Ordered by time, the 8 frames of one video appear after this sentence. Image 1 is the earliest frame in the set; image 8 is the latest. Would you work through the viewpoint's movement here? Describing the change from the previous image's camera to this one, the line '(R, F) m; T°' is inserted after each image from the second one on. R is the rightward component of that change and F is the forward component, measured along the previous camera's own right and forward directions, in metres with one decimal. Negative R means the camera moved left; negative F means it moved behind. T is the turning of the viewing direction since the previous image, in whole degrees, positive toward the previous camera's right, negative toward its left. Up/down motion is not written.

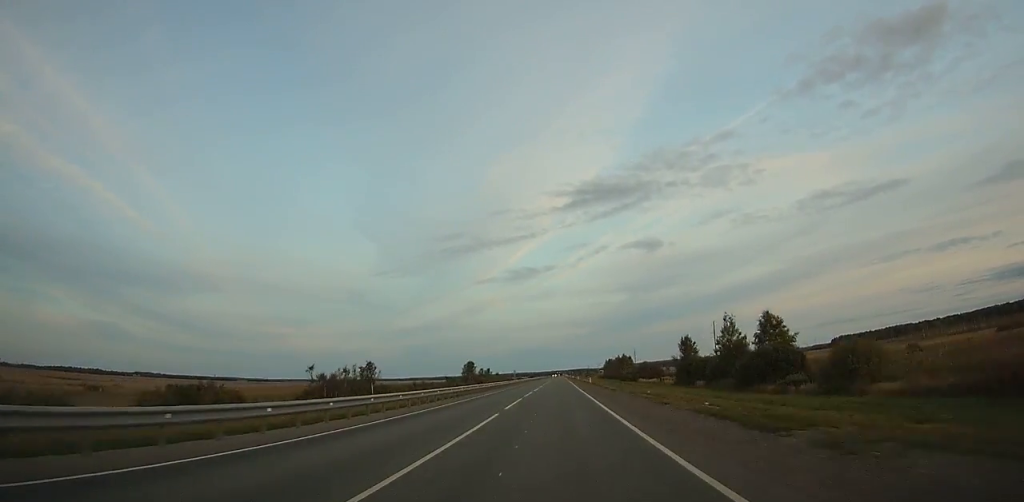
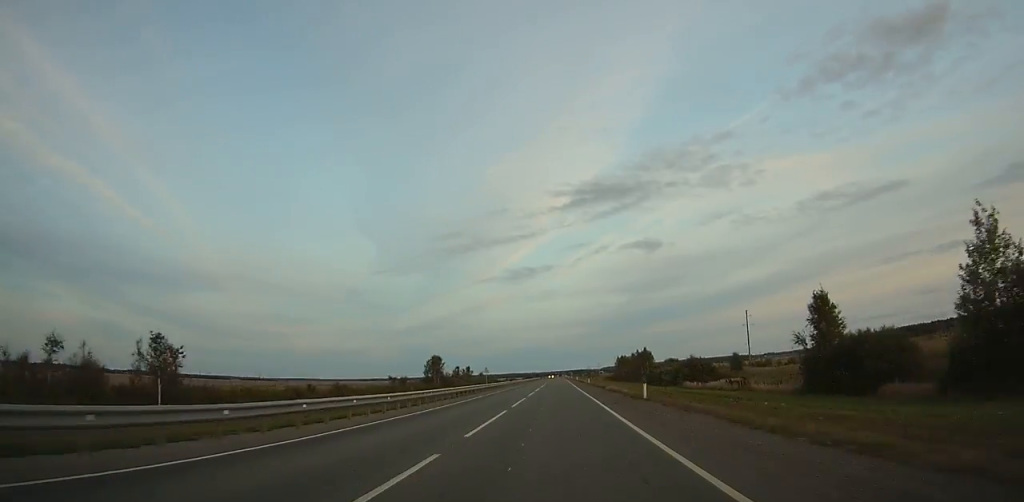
(0.0, +45.3) m; 0°
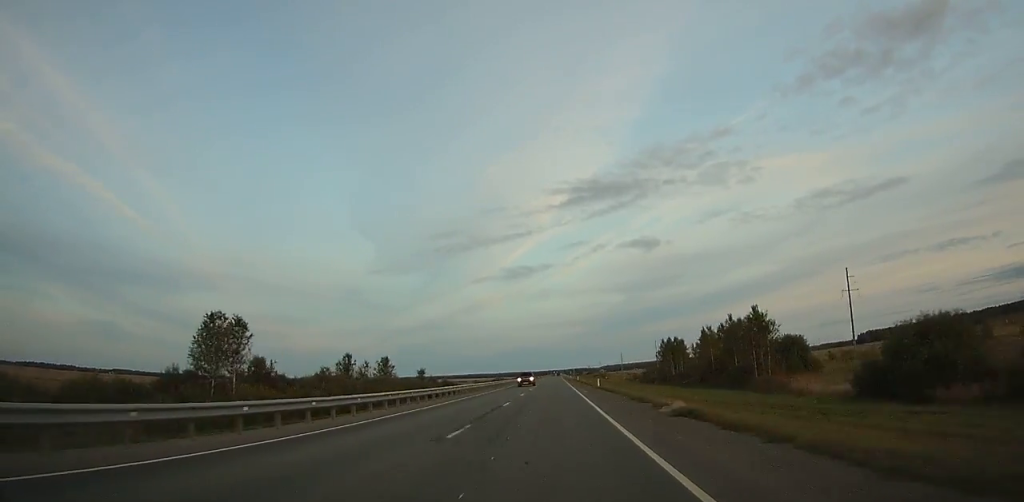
(+0.5, +78.0) m; 0°
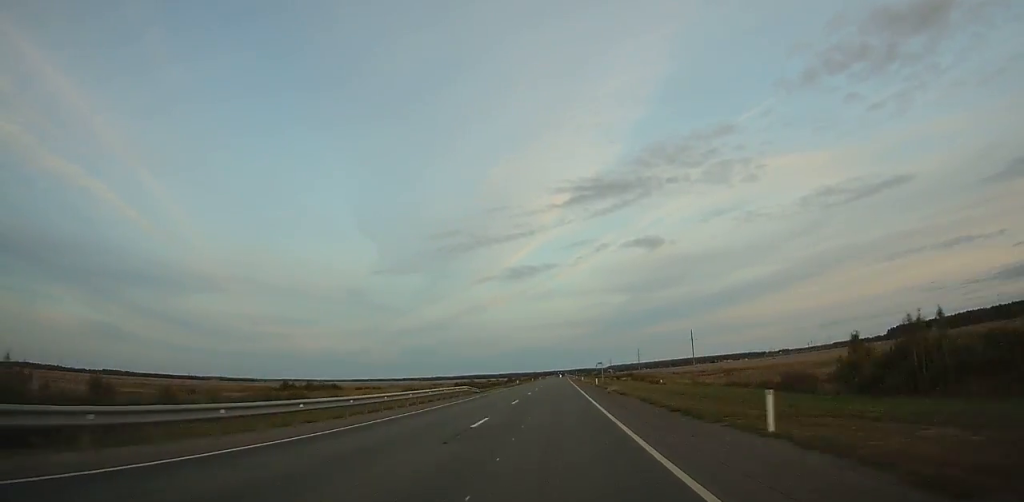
(-0.2, +92.9) m; 0°
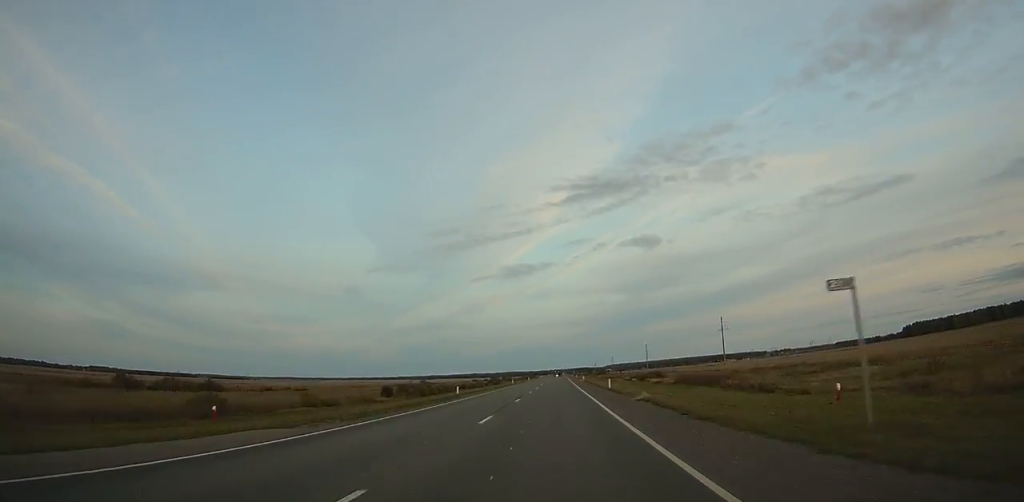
(0.0, +58.3) m; 0°
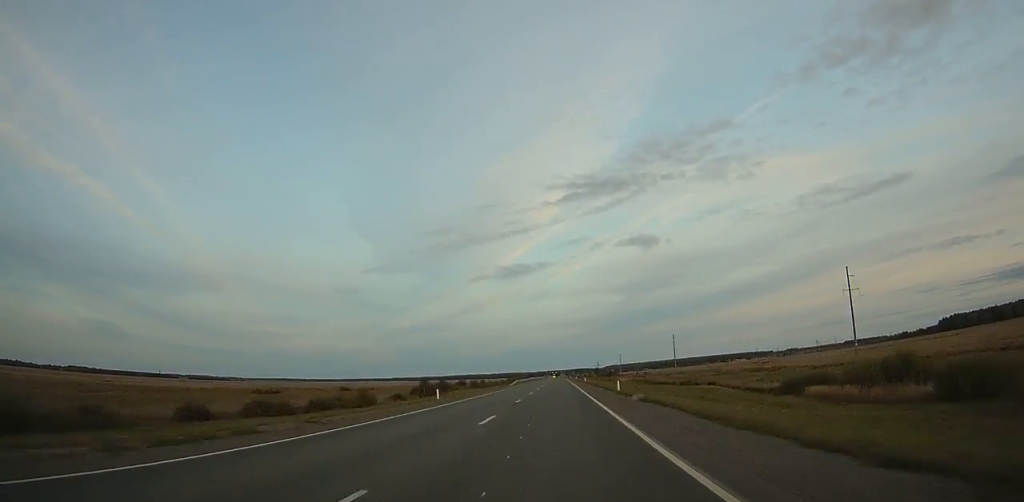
(0.0, +106.2) m; 0°
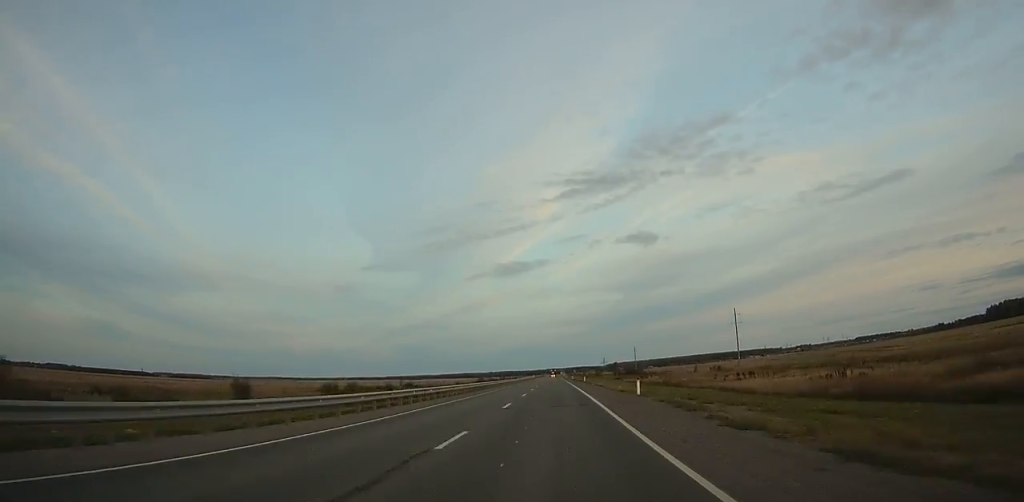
(+0.4, +112.9) m; 0°
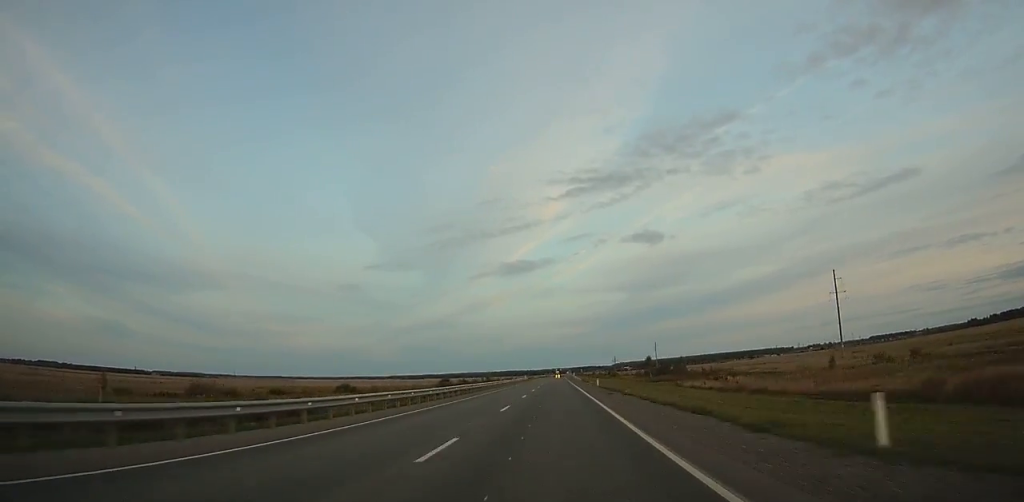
(-0.2, +73.9) m; -1°
